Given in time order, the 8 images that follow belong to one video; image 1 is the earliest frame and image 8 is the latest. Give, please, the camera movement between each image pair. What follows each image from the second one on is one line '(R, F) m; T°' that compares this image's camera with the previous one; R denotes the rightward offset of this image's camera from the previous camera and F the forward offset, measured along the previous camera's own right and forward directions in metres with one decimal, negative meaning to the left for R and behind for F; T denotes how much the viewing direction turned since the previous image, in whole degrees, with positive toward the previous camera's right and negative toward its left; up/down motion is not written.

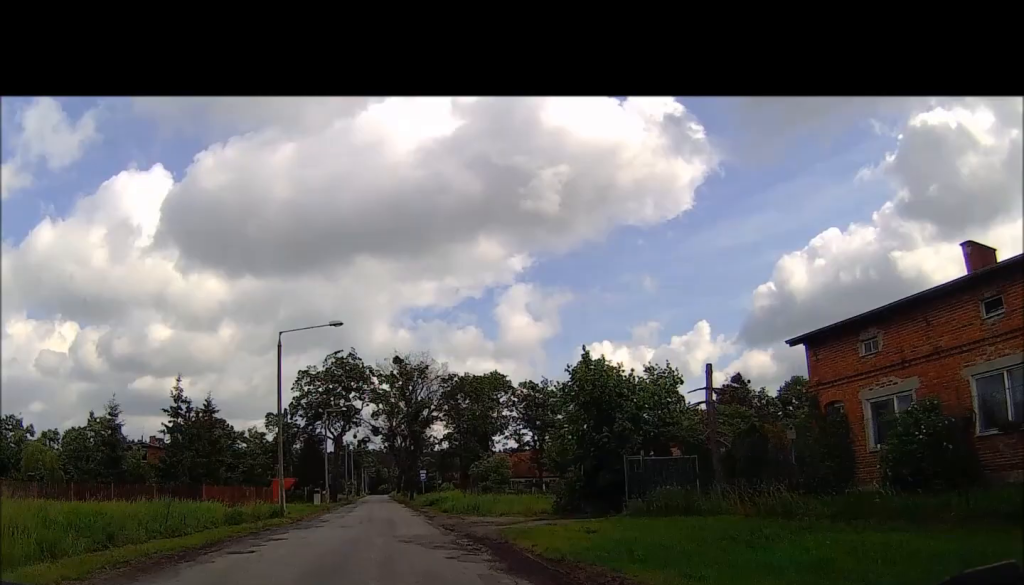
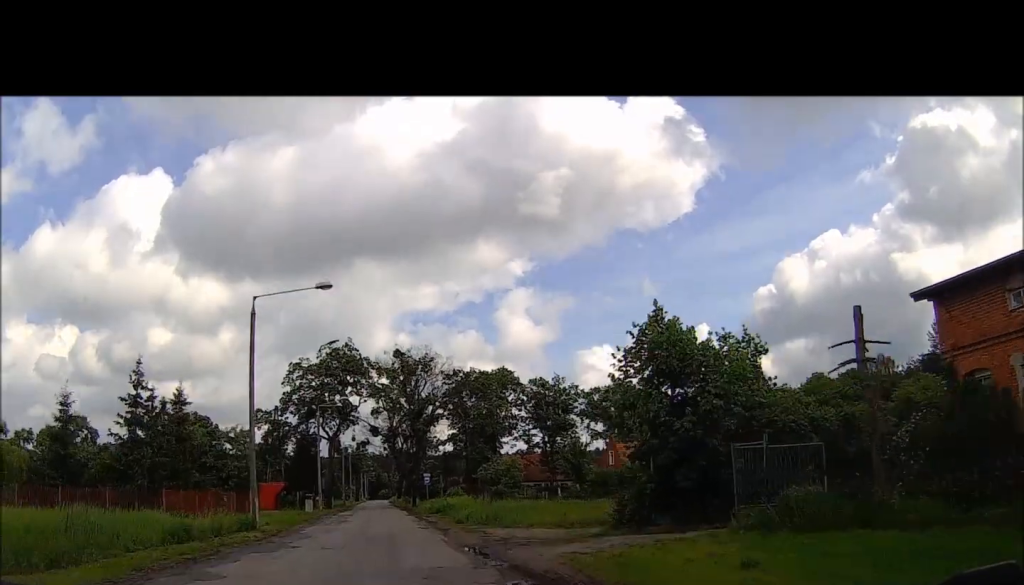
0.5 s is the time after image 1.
(+0.1, +6.8) m; +1°
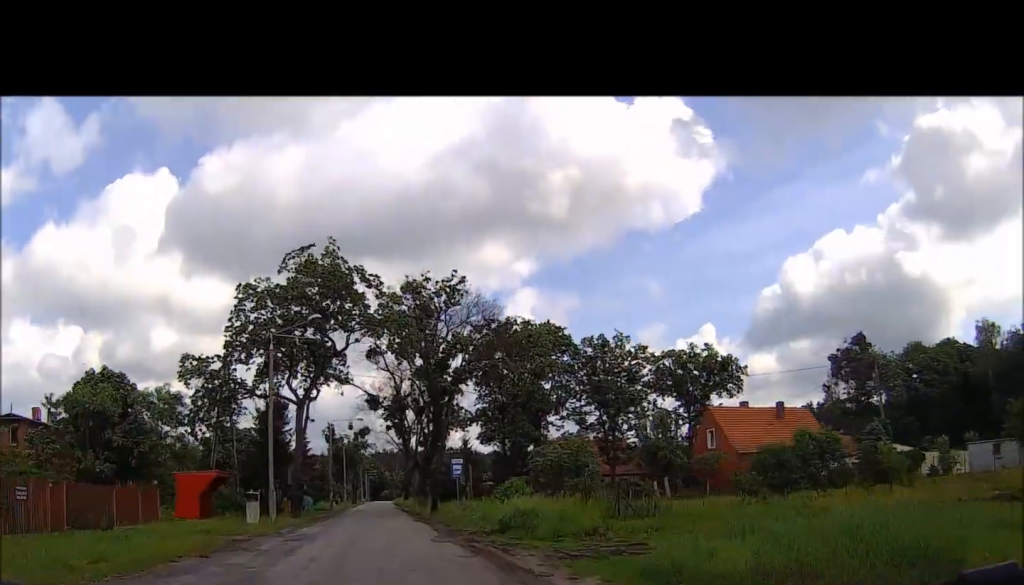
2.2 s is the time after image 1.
(+0.5, +23.6) m; +2°
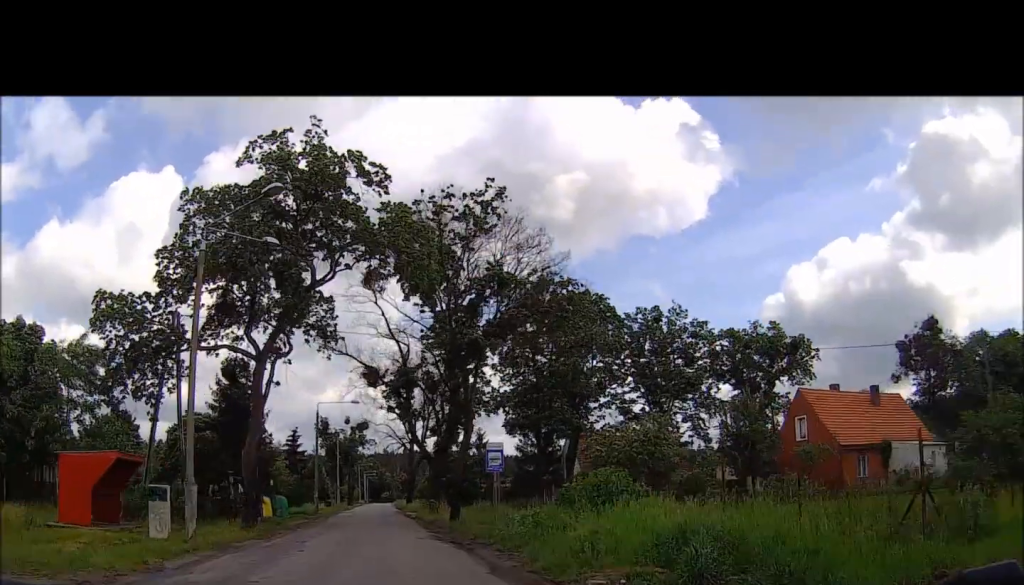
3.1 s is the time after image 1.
(0.0, +11.0) m; -1°
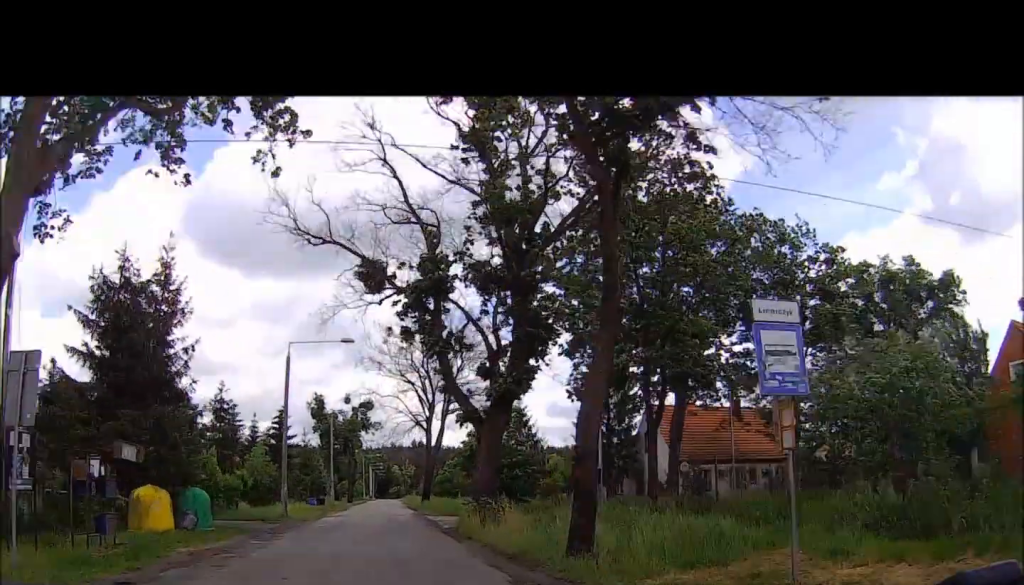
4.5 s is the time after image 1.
(-0.2, +11.3) m; -1°
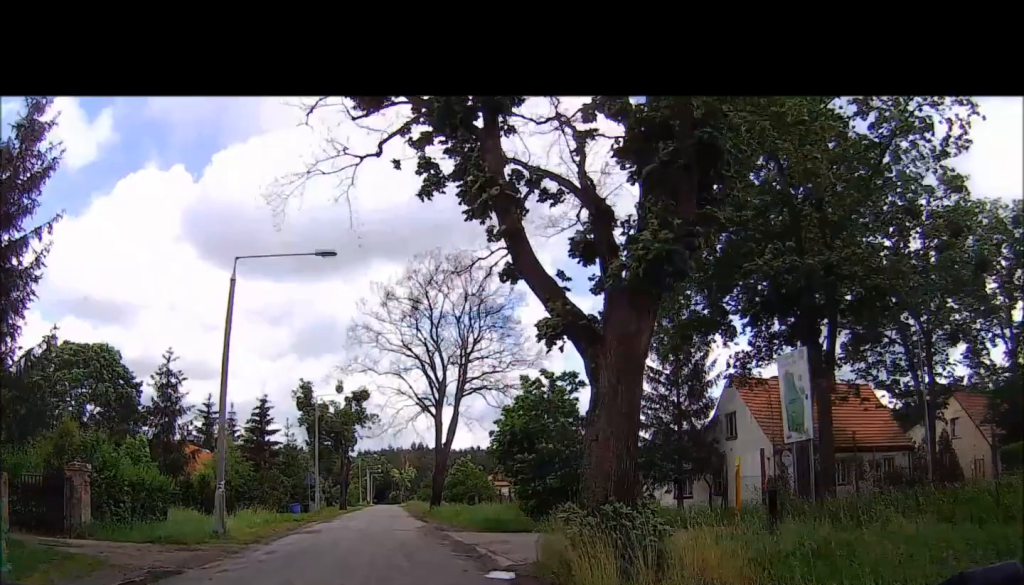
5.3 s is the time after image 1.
(0.0, +3.8) m; 0°
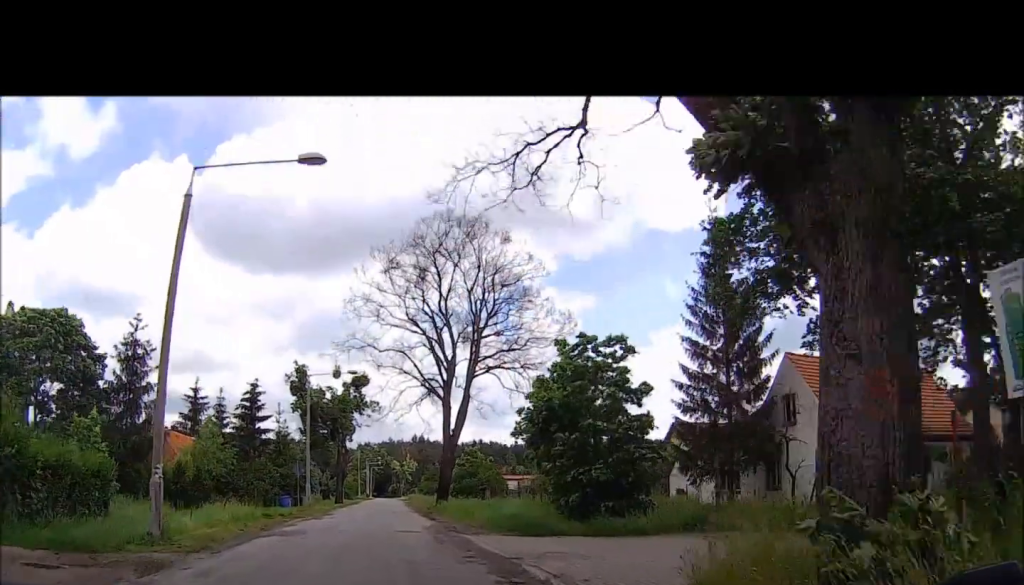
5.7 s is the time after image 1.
(0.0, +1.2) m; 0°
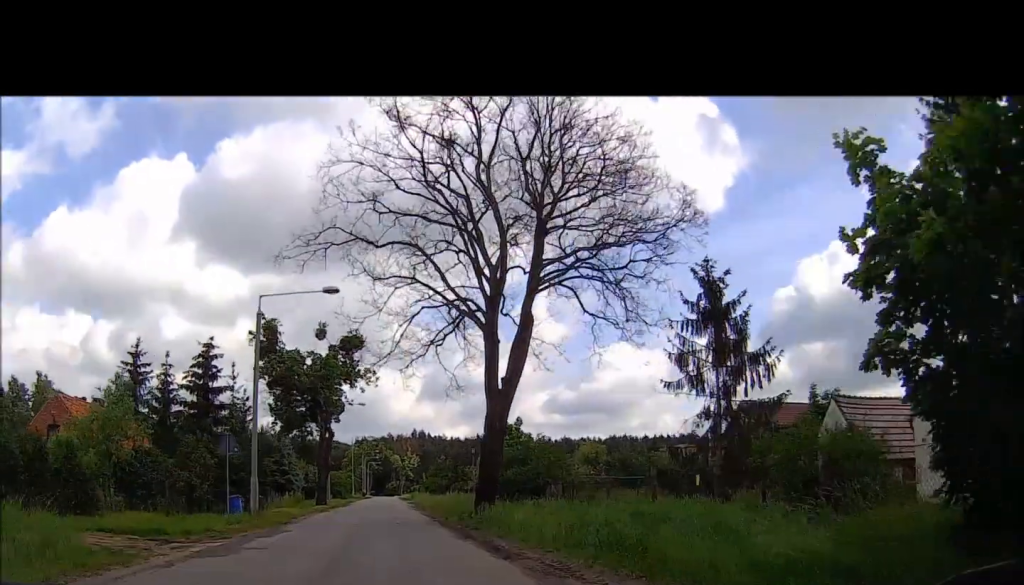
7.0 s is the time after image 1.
(0.0, +8.8) m; 0°
